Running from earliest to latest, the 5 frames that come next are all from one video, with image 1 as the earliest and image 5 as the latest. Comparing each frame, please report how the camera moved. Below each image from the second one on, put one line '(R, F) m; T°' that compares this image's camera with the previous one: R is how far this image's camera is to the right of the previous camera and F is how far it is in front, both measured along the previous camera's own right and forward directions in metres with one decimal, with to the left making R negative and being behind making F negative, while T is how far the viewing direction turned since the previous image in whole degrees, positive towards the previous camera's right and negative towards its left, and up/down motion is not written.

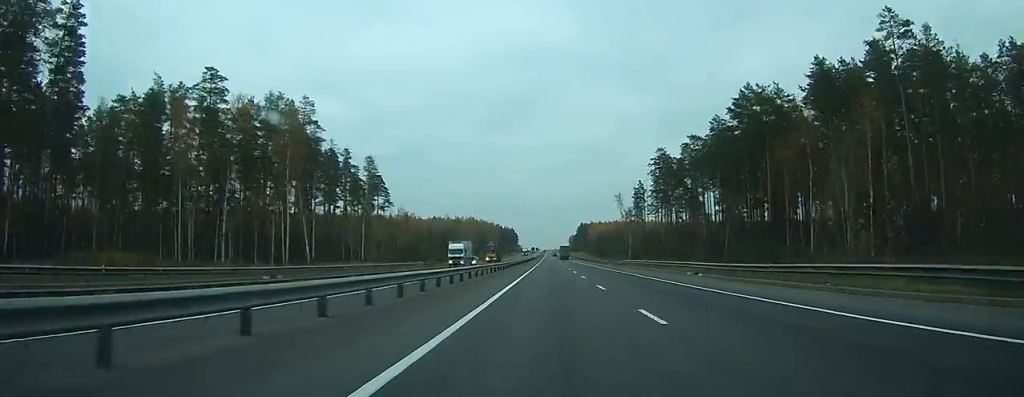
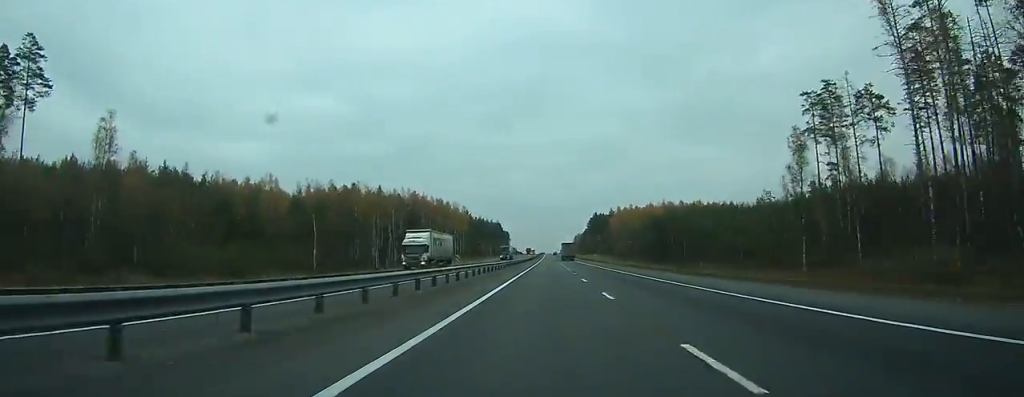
(+1.0, +152.3) m; 0°
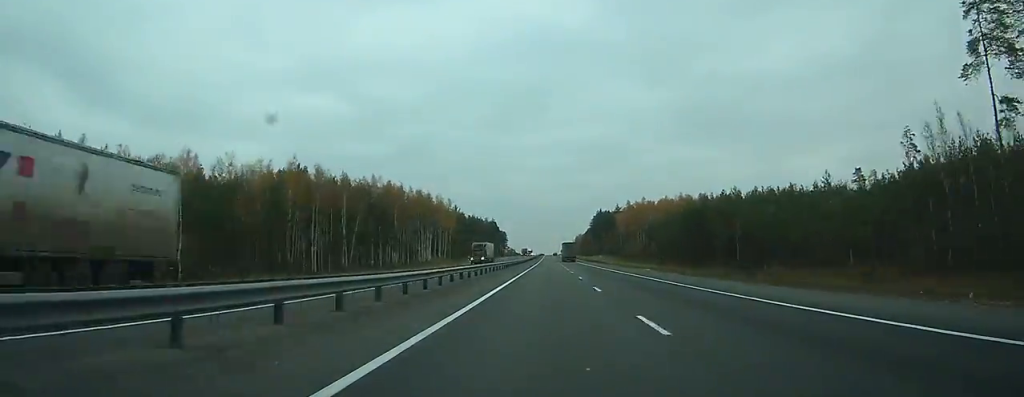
(0.0, +31.4) m; 0°
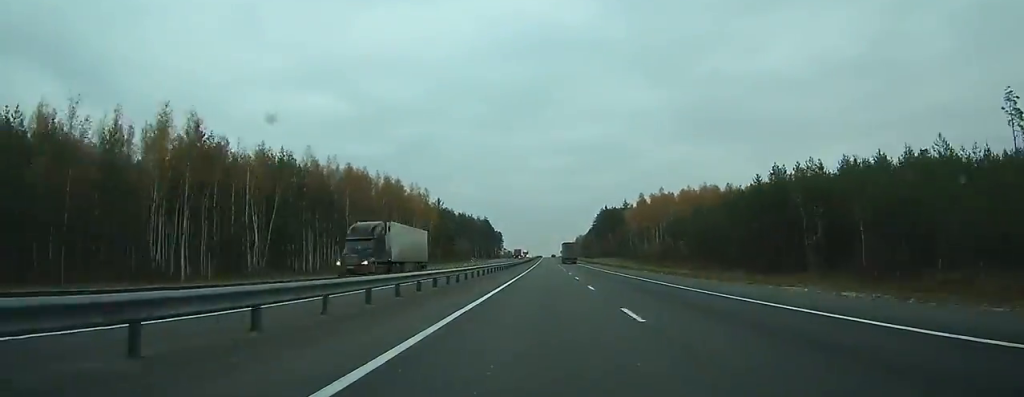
(-0.1, +34.8) m; 0°
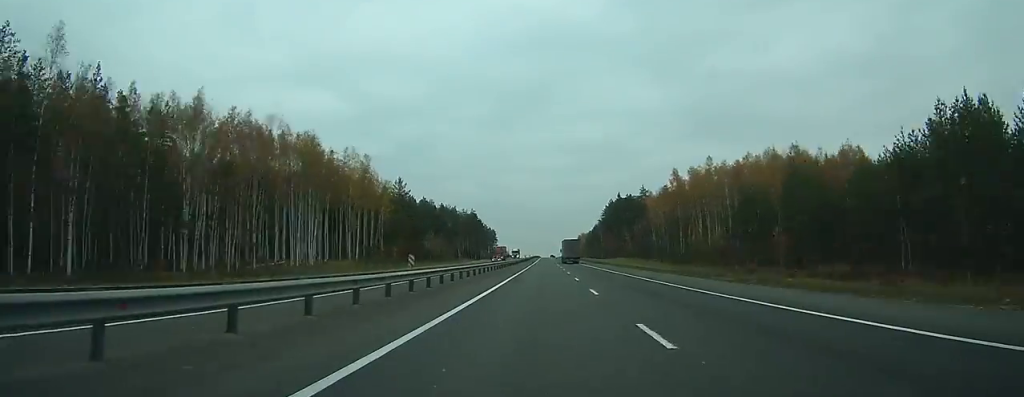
(-0.1, +52.1) m; 0°
